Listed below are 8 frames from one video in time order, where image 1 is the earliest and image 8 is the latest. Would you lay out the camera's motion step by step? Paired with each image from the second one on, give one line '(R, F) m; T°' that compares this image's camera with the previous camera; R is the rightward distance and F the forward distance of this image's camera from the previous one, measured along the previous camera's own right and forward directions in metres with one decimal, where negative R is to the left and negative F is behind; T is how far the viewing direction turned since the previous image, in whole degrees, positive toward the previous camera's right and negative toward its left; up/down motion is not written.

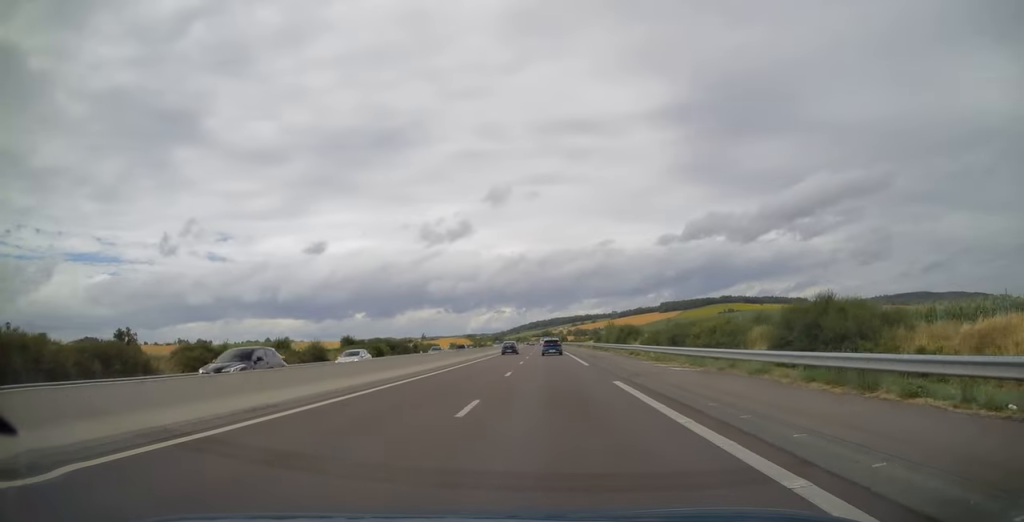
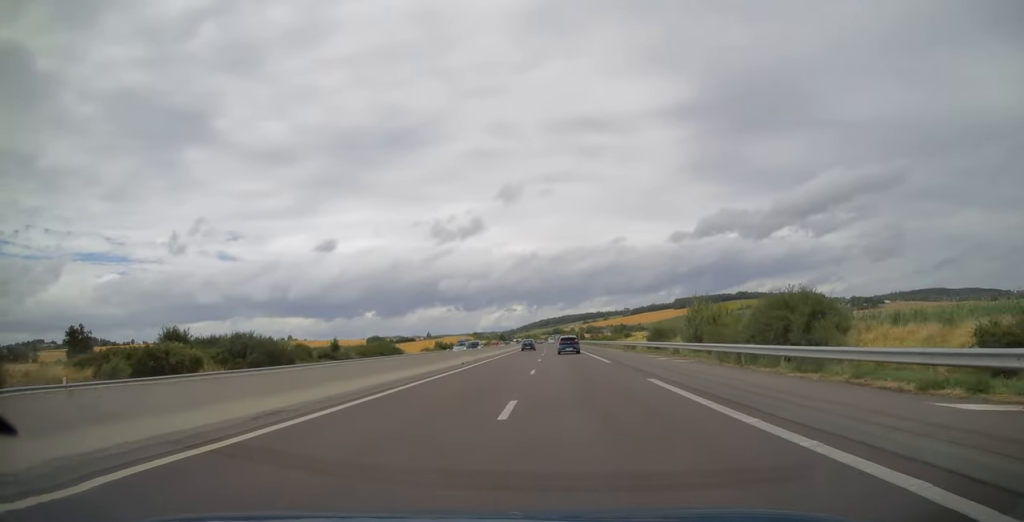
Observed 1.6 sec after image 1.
(-0.4, +52.2) m; -1°
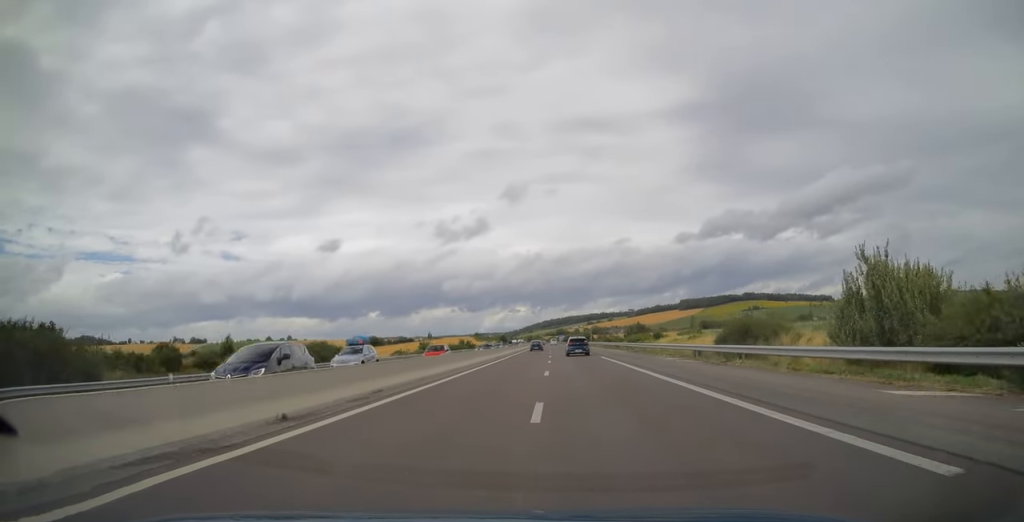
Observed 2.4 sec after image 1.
(-0.1, +26.2) m; 0°
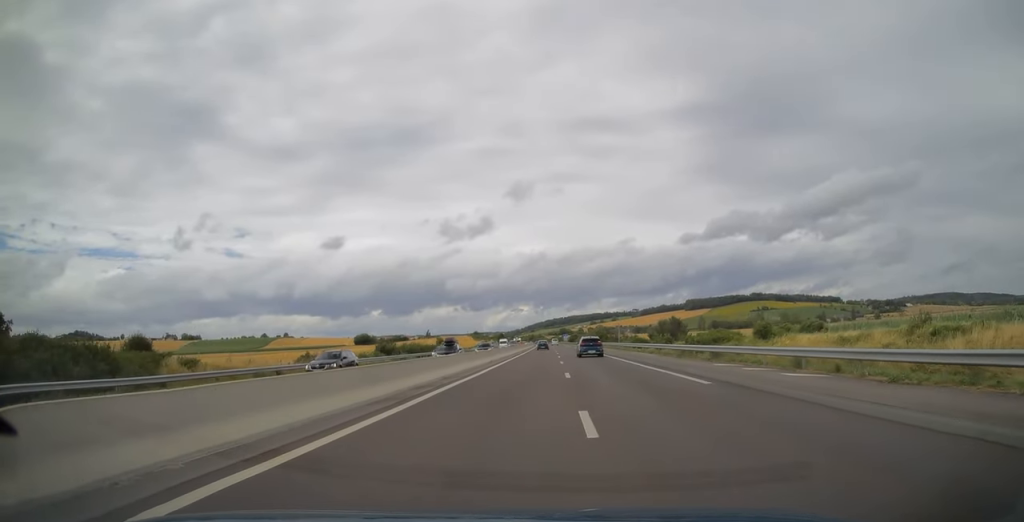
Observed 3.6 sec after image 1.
(-0.2, +40.2) m; 0°
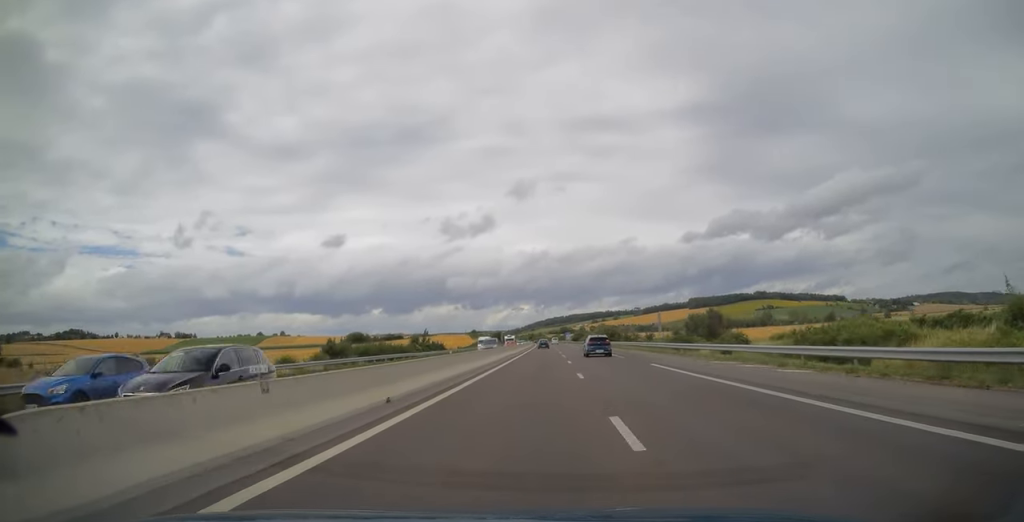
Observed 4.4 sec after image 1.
(0.0, +26.8) m; 0°
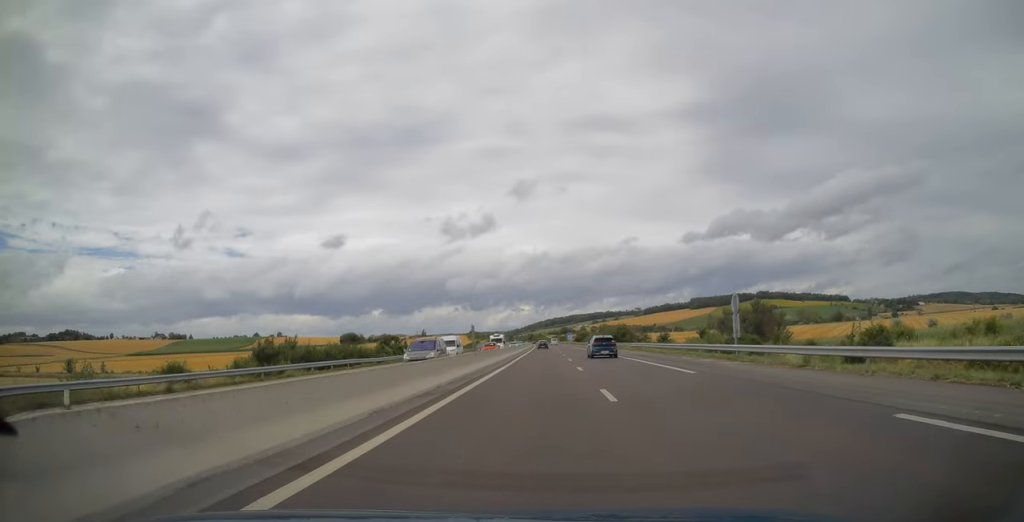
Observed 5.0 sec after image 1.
(0.0, +20.1) m; 0°
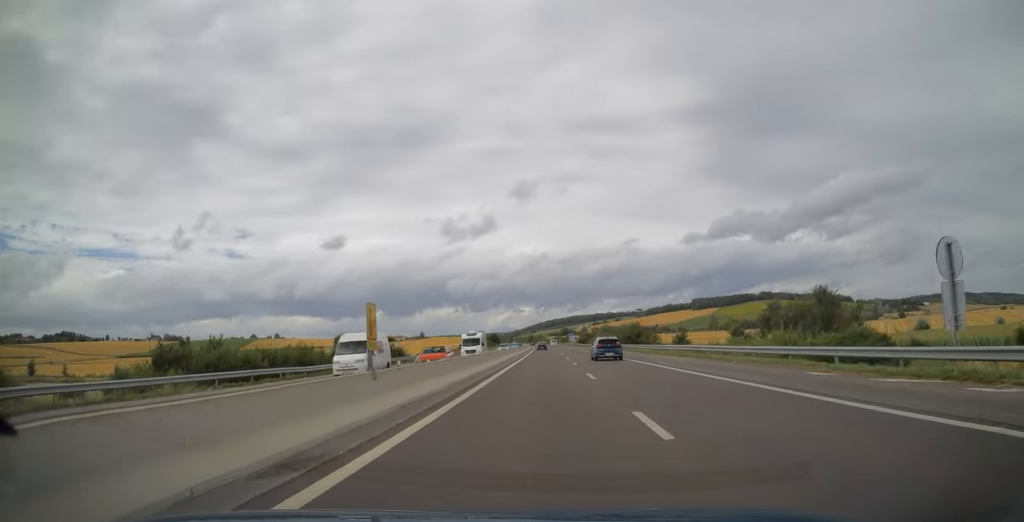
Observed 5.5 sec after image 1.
(0.0, +17.3) m; 0°
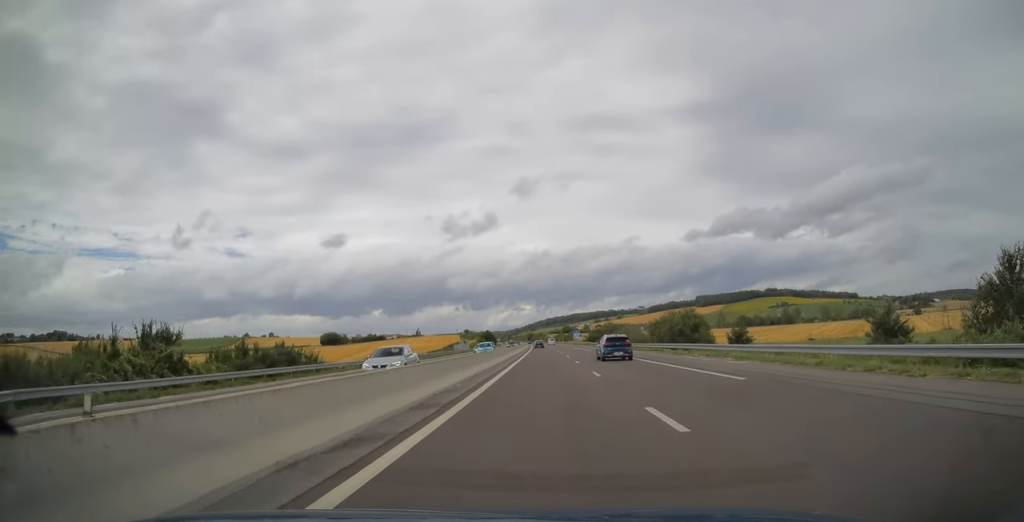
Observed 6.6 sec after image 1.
(0.0, +37.9) m; 0°
